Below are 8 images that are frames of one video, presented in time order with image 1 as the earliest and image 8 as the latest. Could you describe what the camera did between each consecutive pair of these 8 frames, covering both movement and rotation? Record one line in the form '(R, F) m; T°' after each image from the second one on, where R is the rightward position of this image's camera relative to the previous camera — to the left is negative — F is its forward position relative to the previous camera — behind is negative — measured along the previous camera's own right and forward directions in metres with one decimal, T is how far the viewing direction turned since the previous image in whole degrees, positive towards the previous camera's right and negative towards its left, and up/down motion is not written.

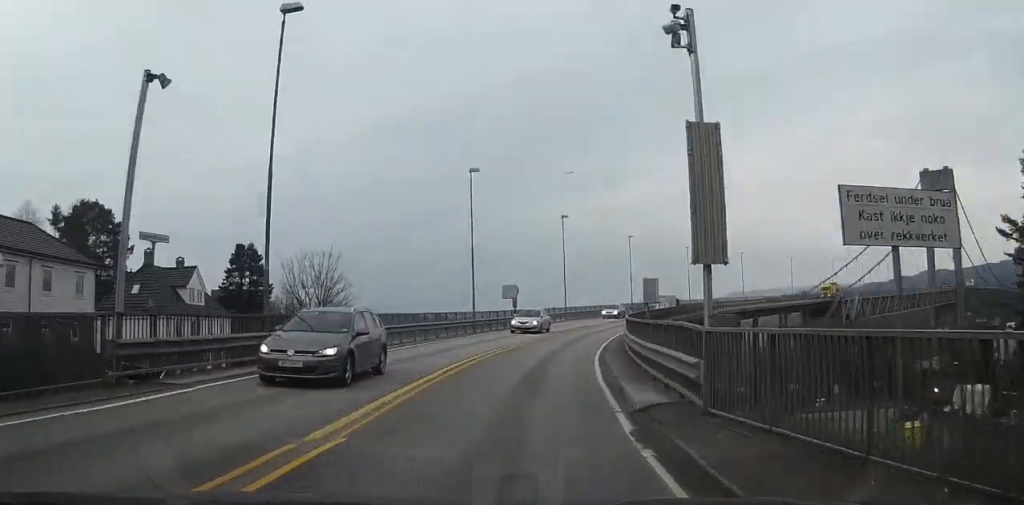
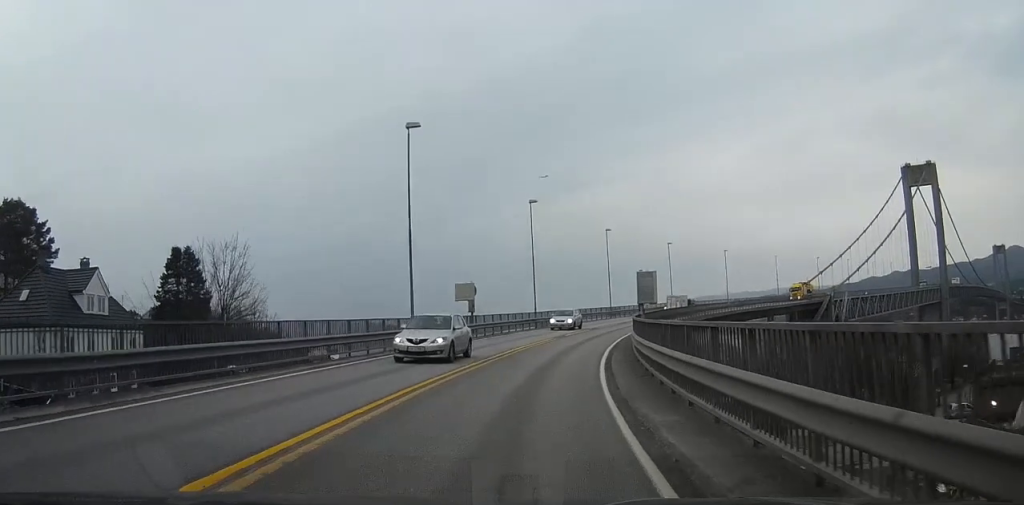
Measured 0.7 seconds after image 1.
(+0.3, +11.5) m; +3°
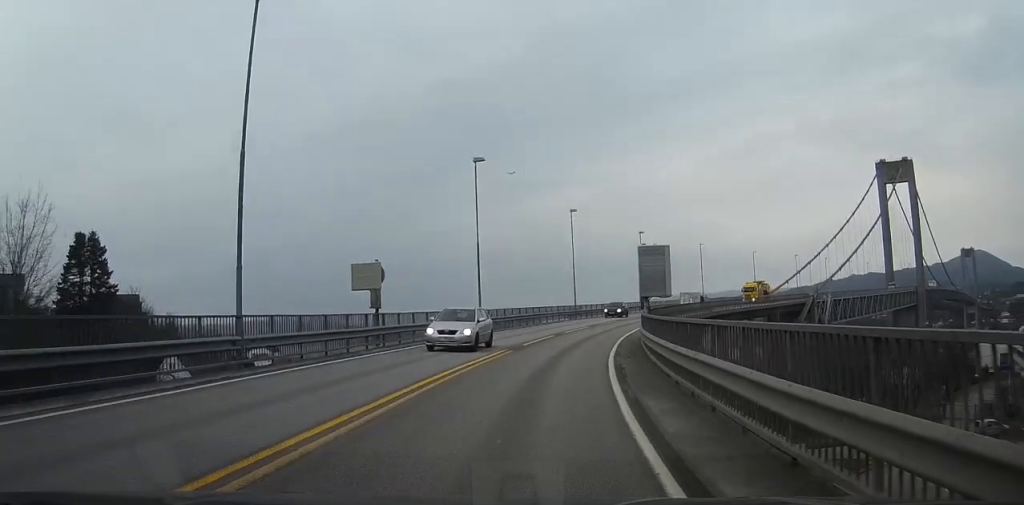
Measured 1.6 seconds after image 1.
(+0.5, +15.0) m; +4°
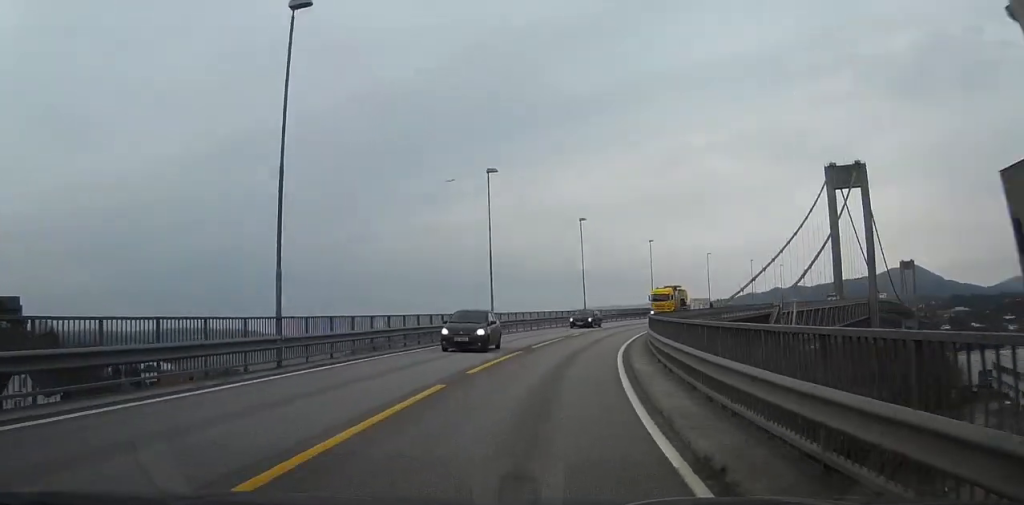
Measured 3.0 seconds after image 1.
(+0.9, +23.2) m; +5°
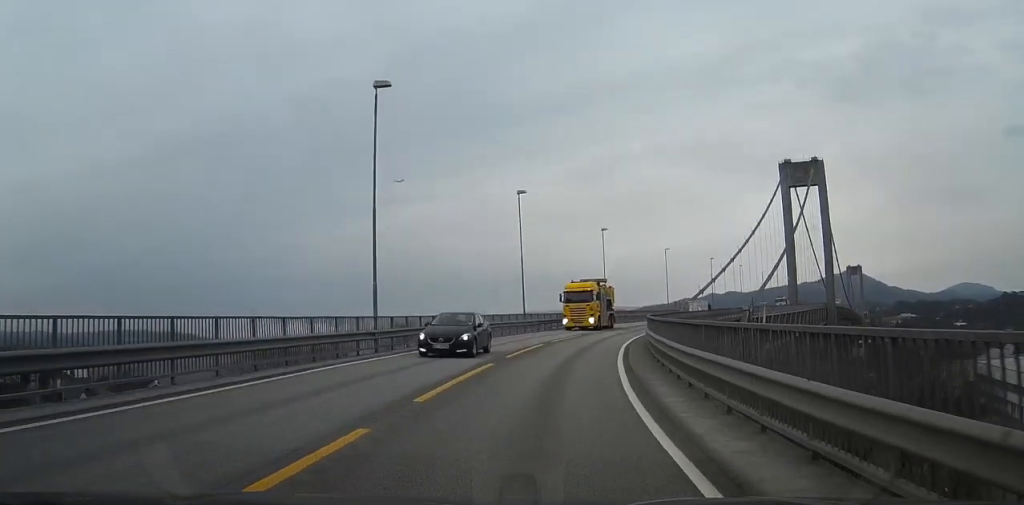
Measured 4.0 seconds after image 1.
(+0.6, +17.4) m; +5°
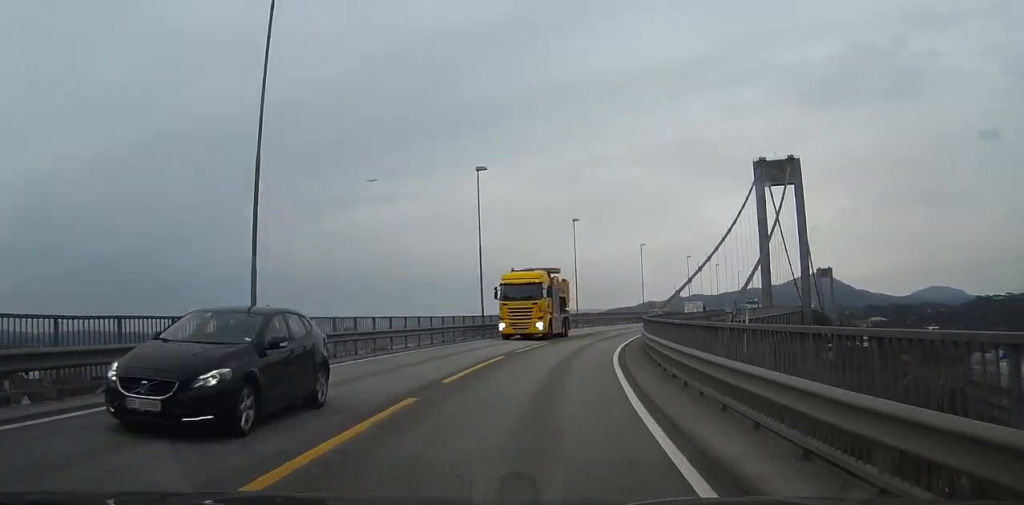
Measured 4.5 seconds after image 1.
(+0.4, +8.8) m; +3°
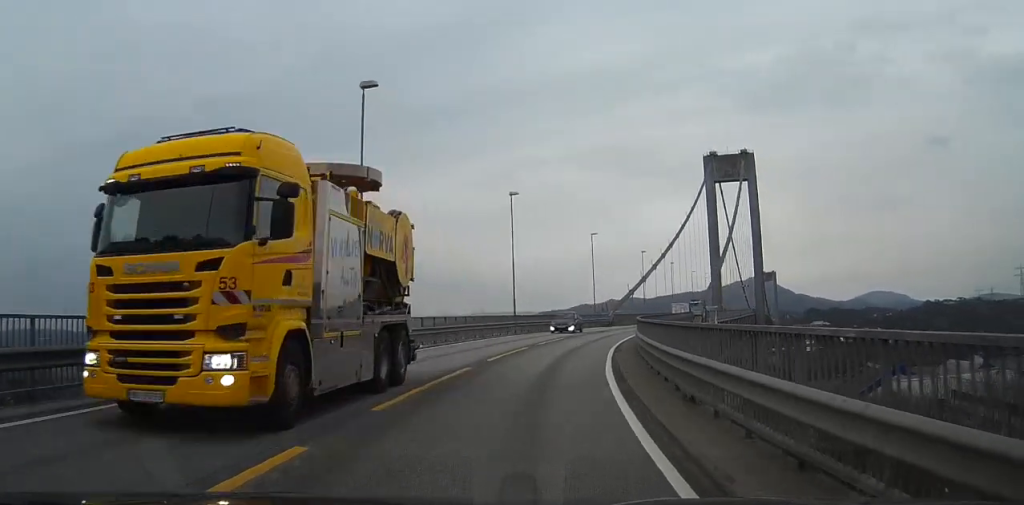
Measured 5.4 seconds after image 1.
(+0.8, +16.5) m; +5°
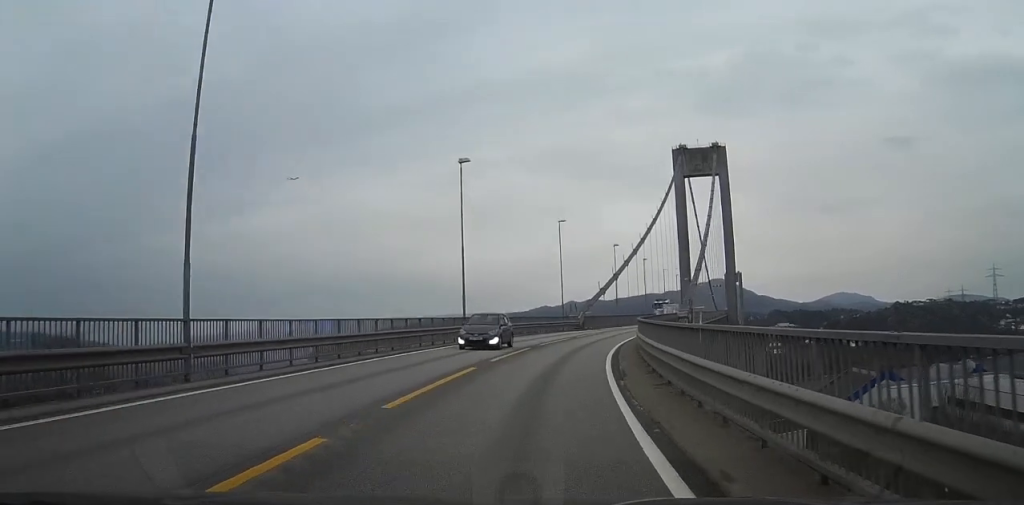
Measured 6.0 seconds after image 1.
(+0.1, +11.3) m; +3°
